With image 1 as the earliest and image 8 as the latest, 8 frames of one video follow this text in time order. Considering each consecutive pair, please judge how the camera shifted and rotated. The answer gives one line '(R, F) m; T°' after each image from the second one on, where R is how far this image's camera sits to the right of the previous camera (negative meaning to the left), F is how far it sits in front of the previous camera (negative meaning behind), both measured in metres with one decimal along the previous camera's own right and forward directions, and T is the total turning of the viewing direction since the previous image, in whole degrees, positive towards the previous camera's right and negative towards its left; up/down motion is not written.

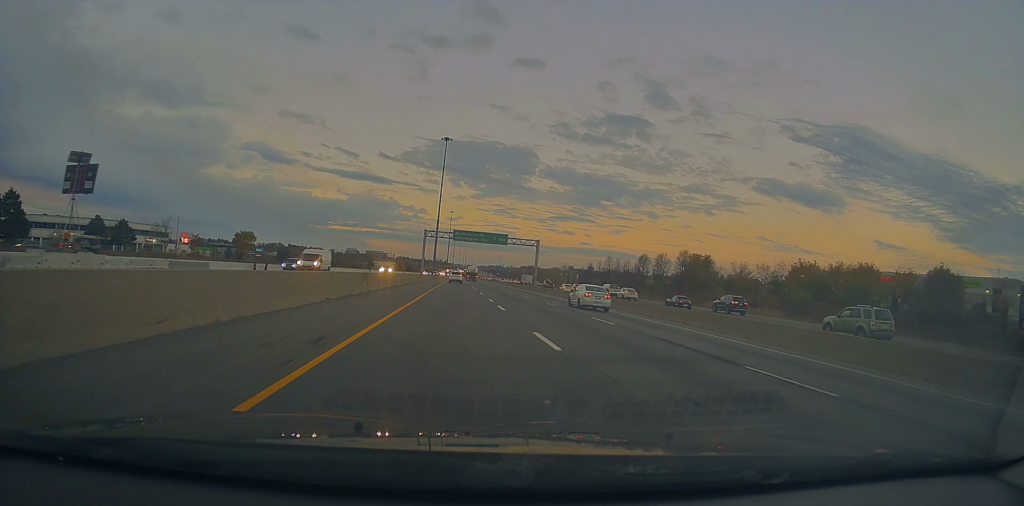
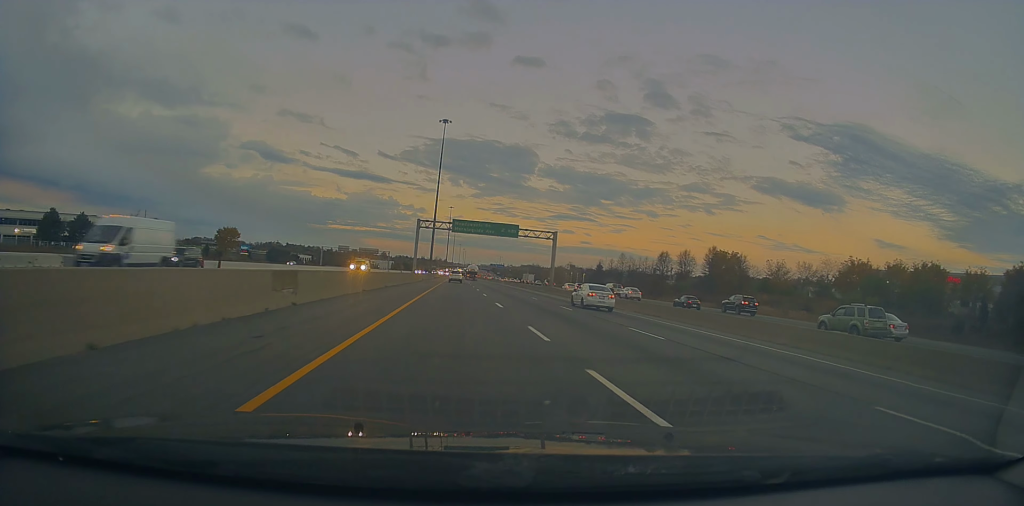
(0.0, +16.9) m; 0°
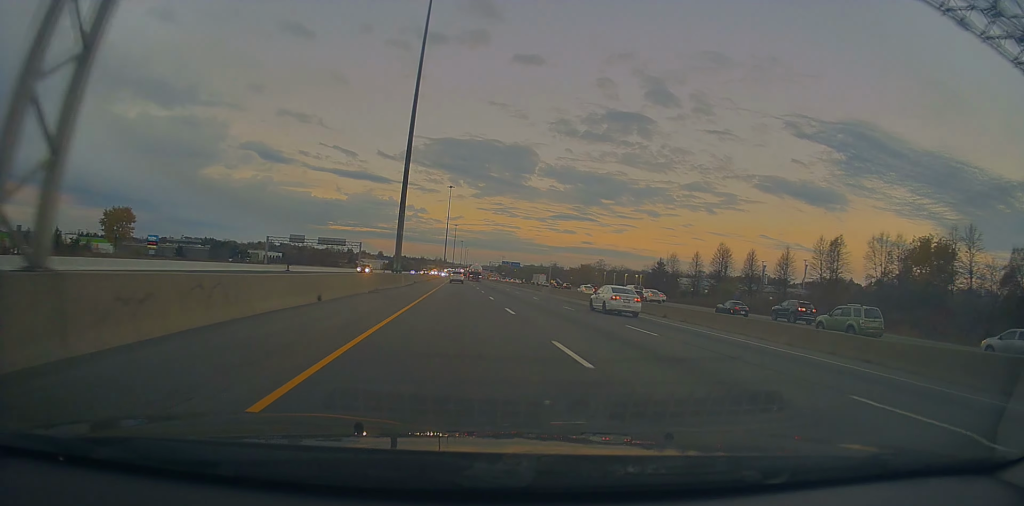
(+1.0, +72.7) m; +1°
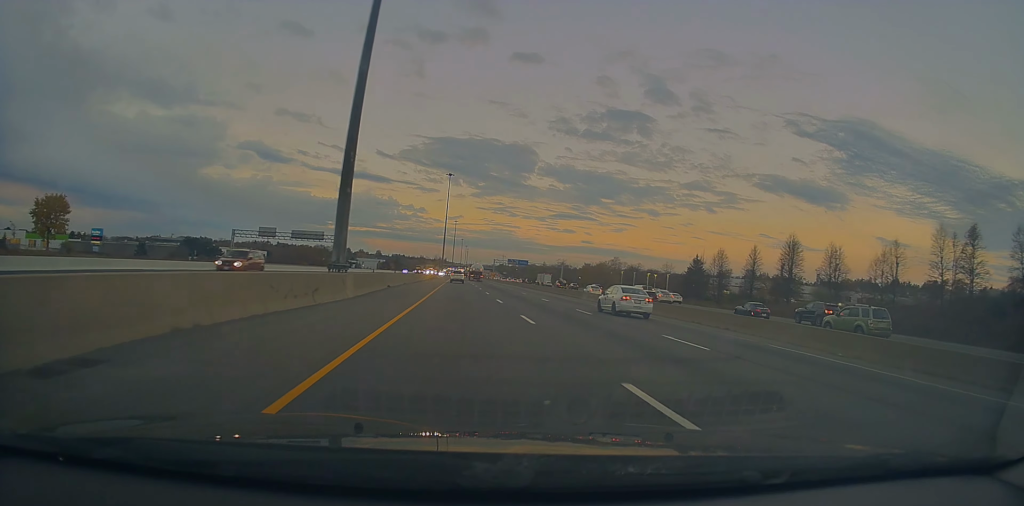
(-0.1, +27.5) m; 0°
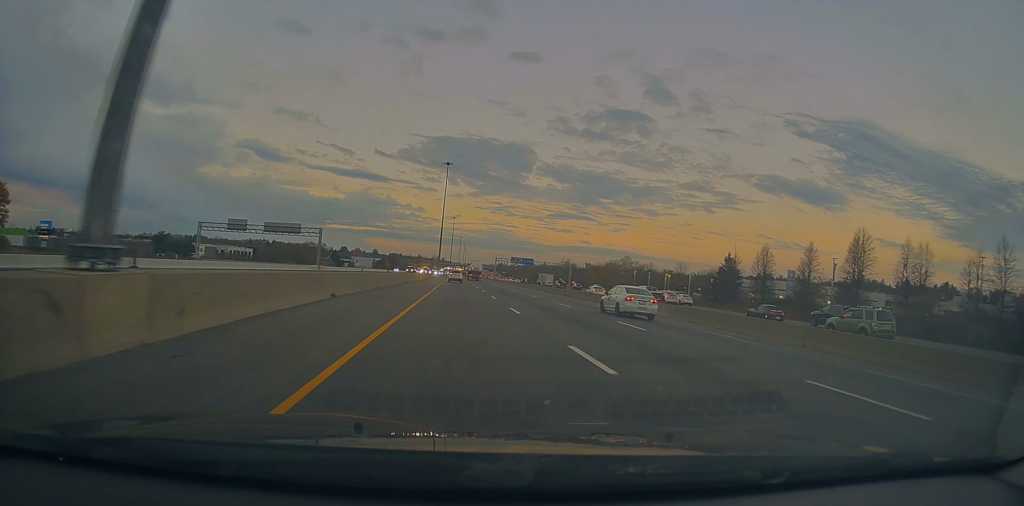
(+0.1, +19.5) m; 0°
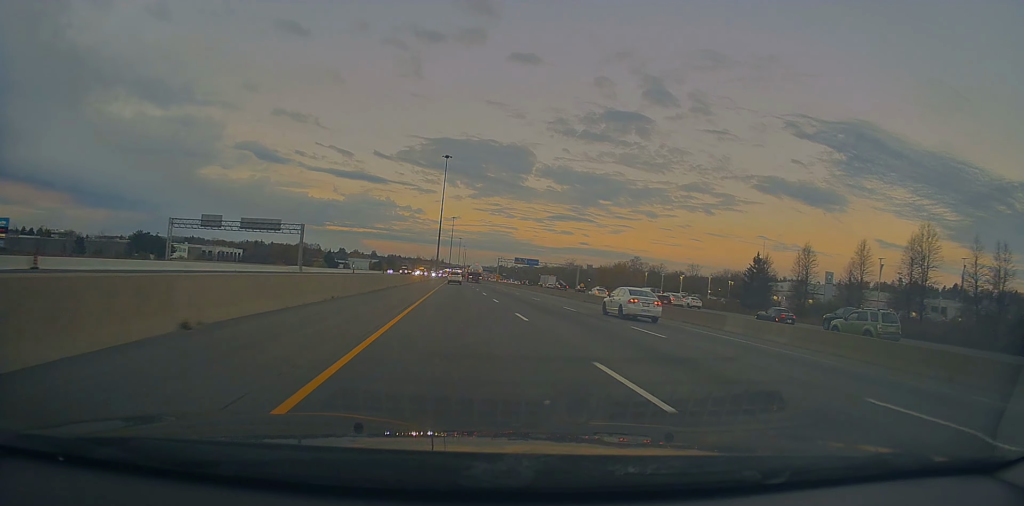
(+0.1, +13.8) m; 0°
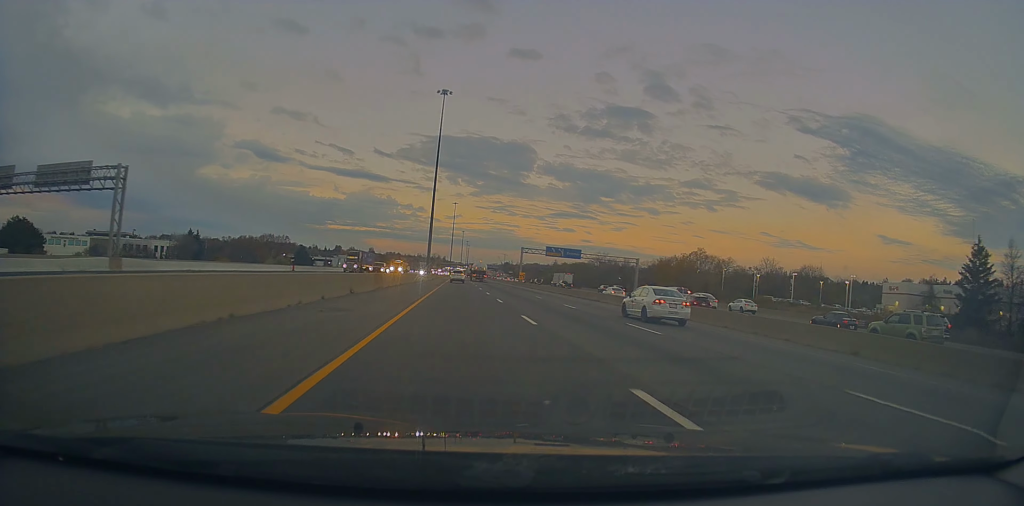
(-0.8, +59.8) m; -1°
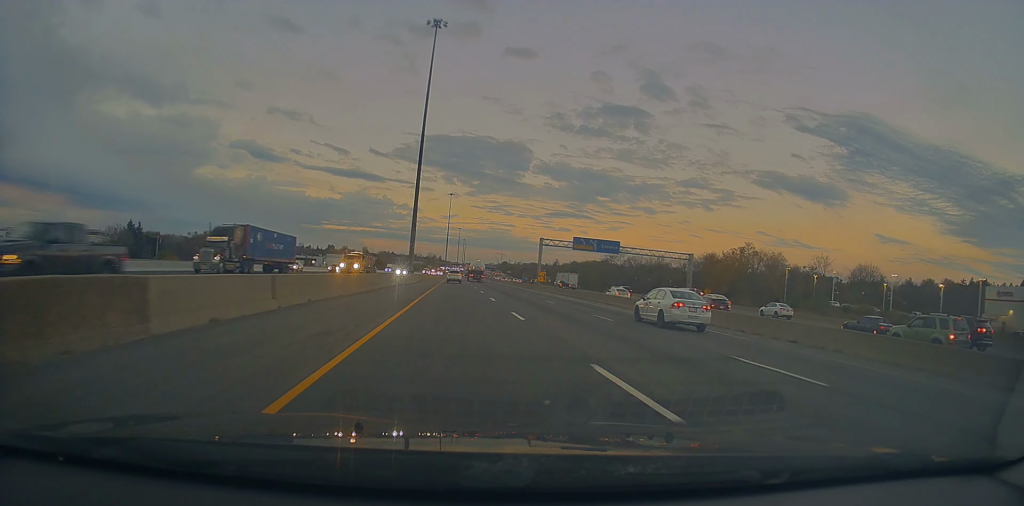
(+0.5, +32.3) m; 0°
